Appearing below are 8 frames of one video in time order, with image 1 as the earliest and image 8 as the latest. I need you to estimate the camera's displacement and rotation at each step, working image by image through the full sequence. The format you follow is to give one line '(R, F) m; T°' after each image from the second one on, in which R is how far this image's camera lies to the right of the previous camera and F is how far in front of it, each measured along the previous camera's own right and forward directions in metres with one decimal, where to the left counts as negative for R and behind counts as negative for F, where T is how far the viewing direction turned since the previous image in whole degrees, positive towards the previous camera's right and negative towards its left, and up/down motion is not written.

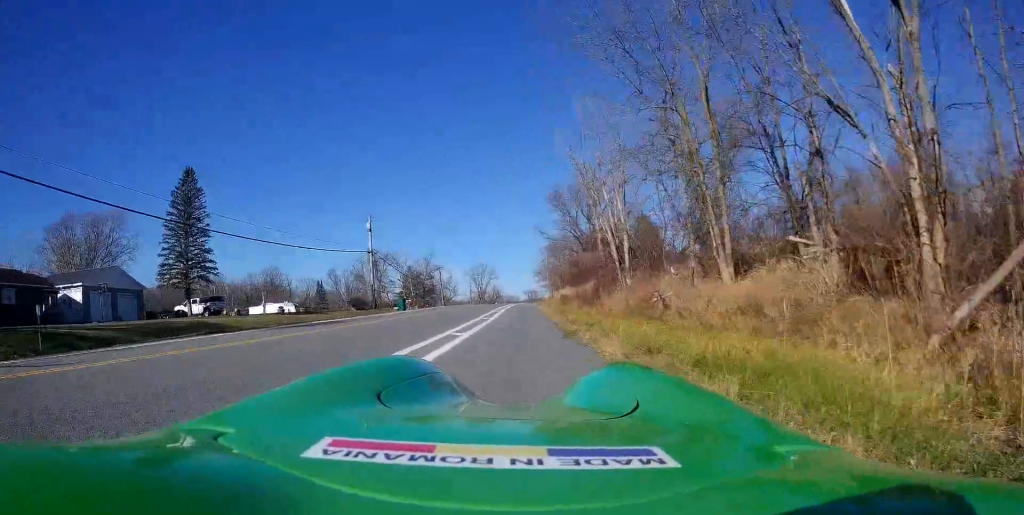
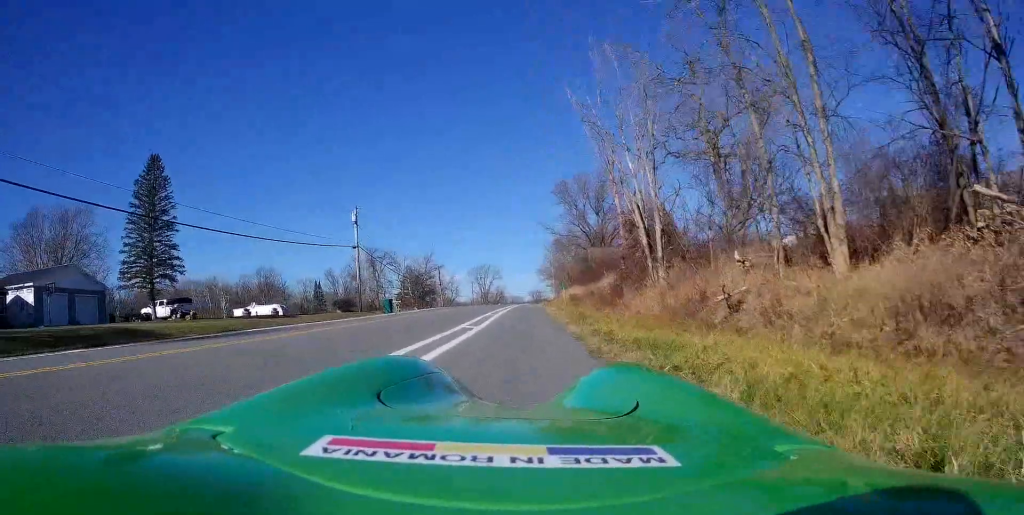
(+0.1, +6.7) m; -1°
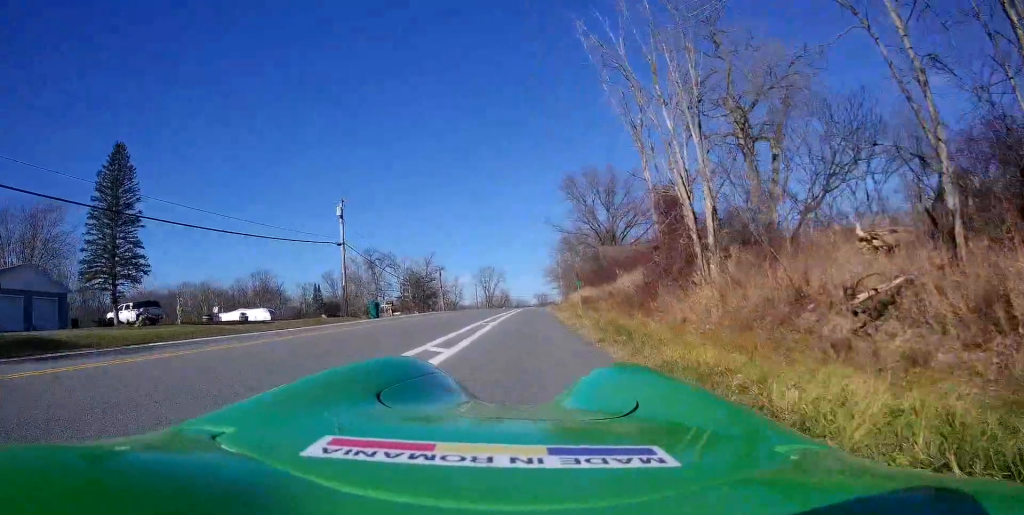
(-0.4, +6.2) m; -2°
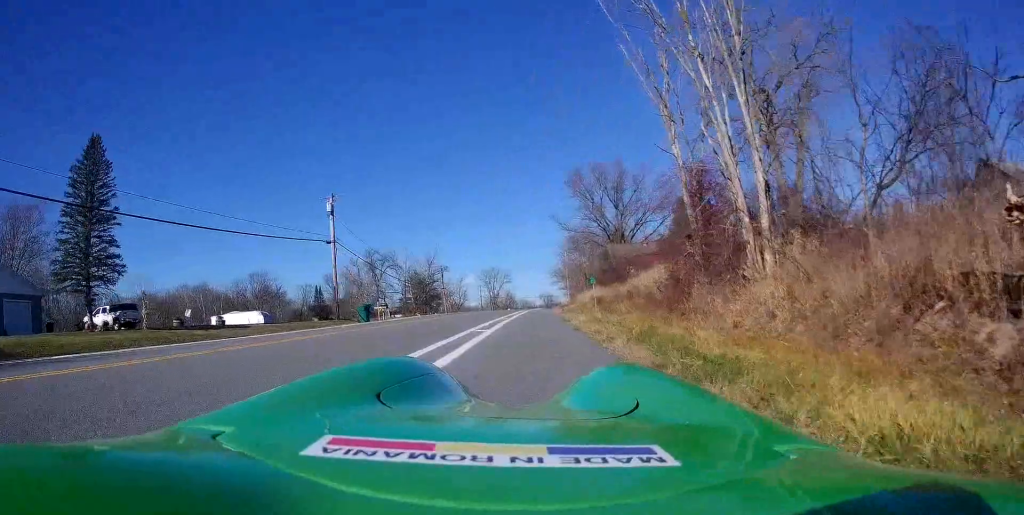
(+0.1, +3.7) m; 0°
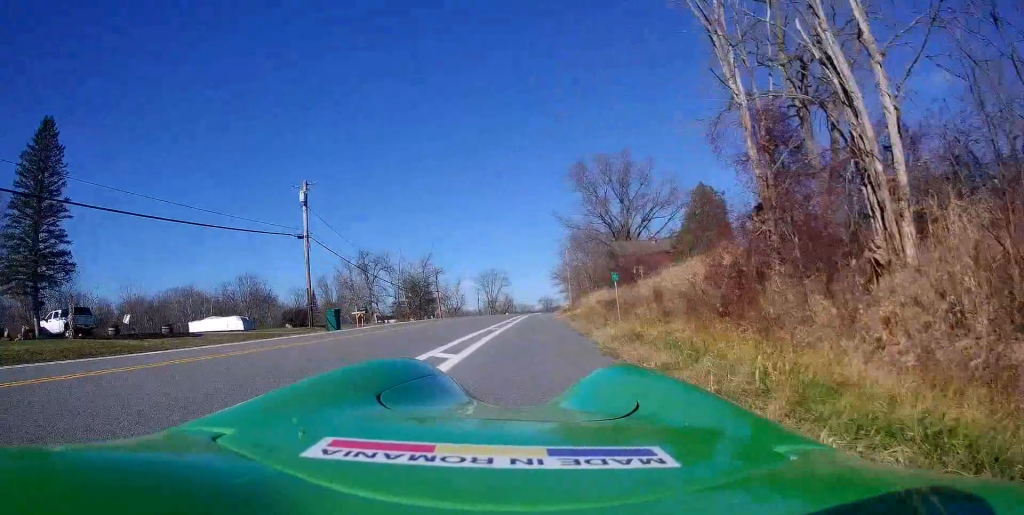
(+0.1, +5.6) m; +1°
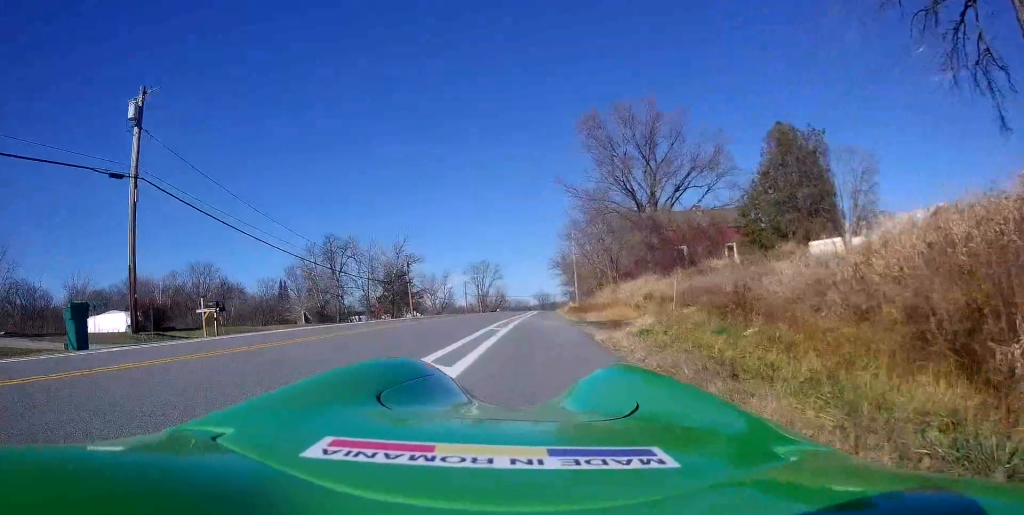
(+0.8, +19.4) m; +3°
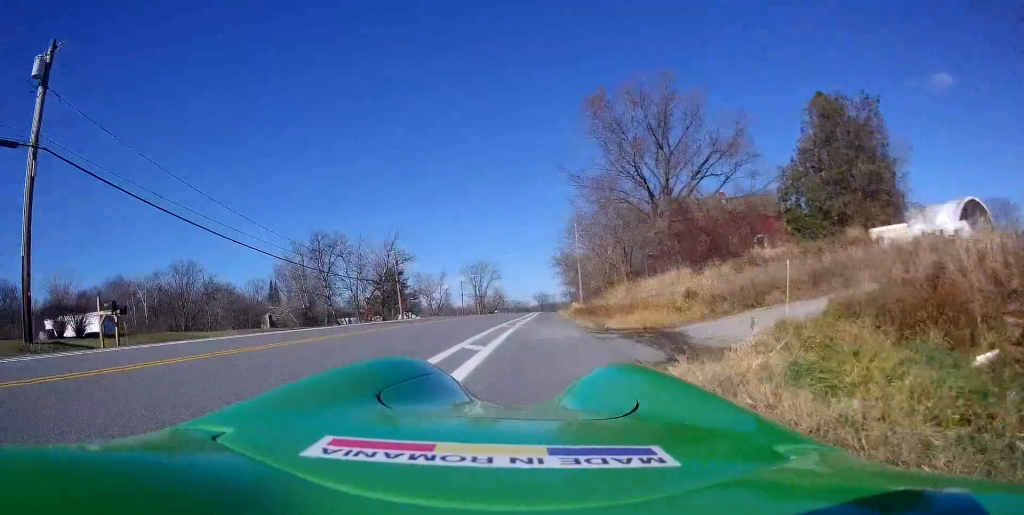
(-0.1, +6.2) m; -1°
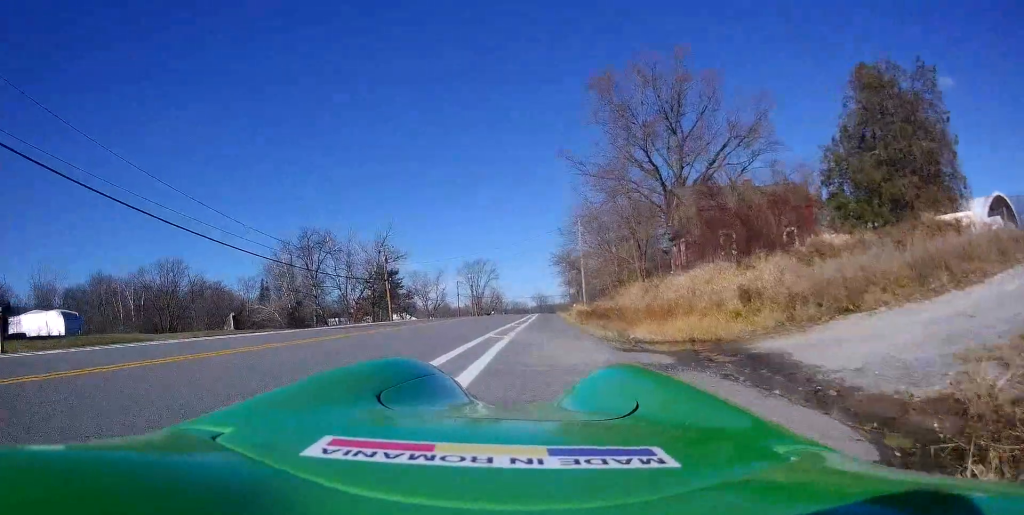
(0.0, +4.9) m; 0°
